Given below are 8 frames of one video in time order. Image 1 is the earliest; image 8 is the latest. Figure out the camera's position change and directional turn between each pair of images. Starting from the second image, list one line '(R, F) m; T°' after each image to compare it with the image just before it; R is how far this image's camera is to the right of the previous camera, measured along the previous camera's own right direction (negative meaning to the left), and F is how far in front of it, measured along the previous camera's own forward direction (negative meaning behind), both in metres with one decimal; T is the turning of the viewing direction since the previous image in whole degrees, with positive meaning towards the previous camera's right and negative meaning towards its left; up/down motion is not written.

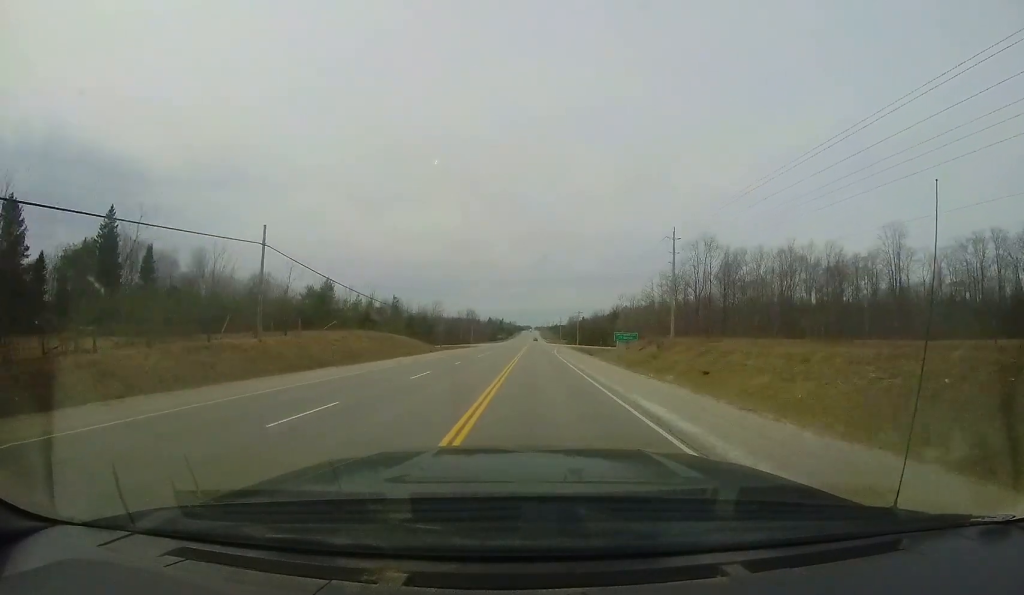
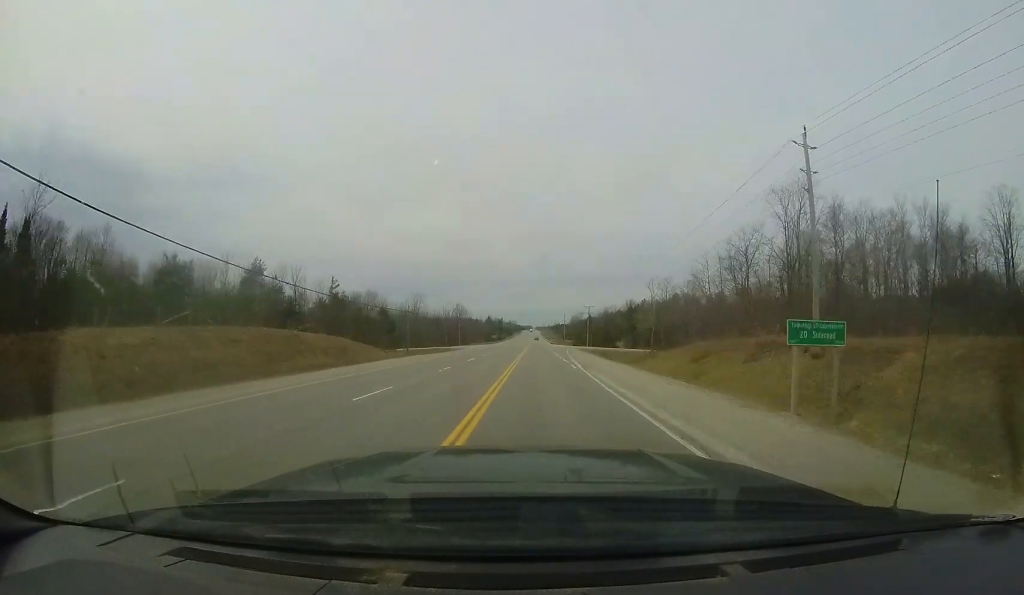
(+0.1, +23.9) m; 0°
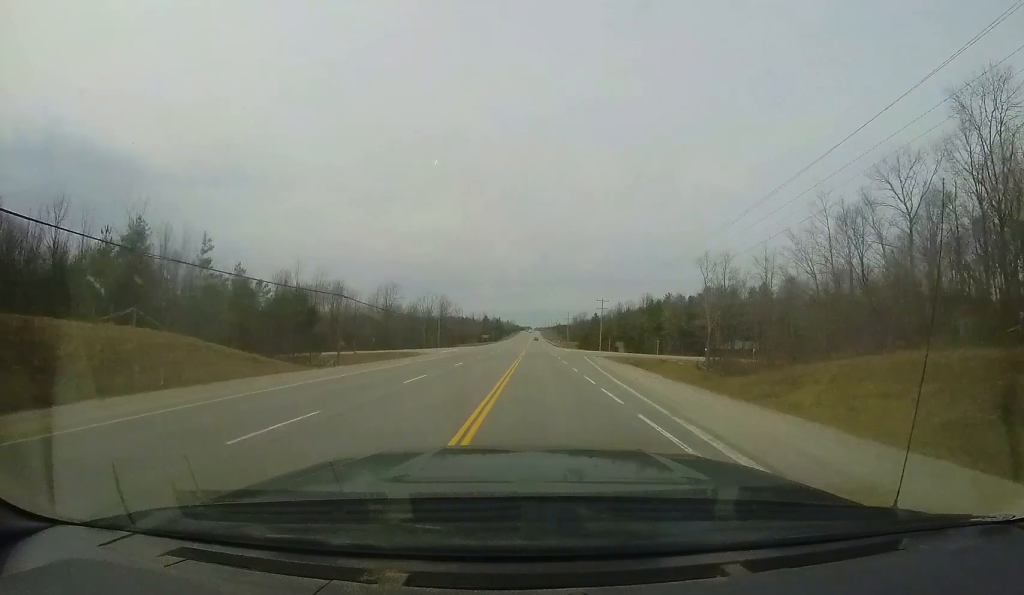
(+0.1, +22.9) m; -1°
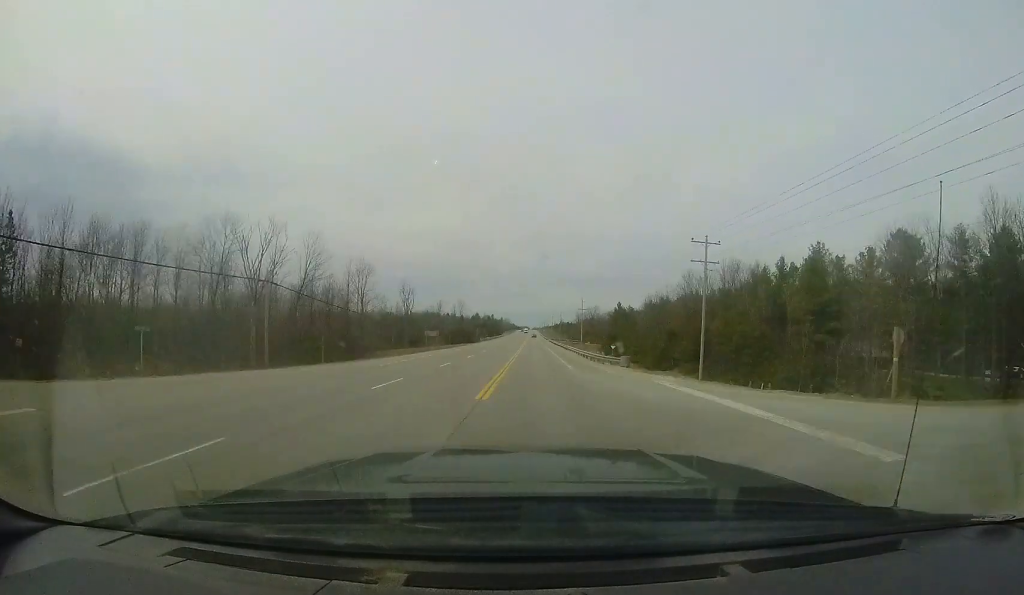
(-0.3, +57.1) m; +1°
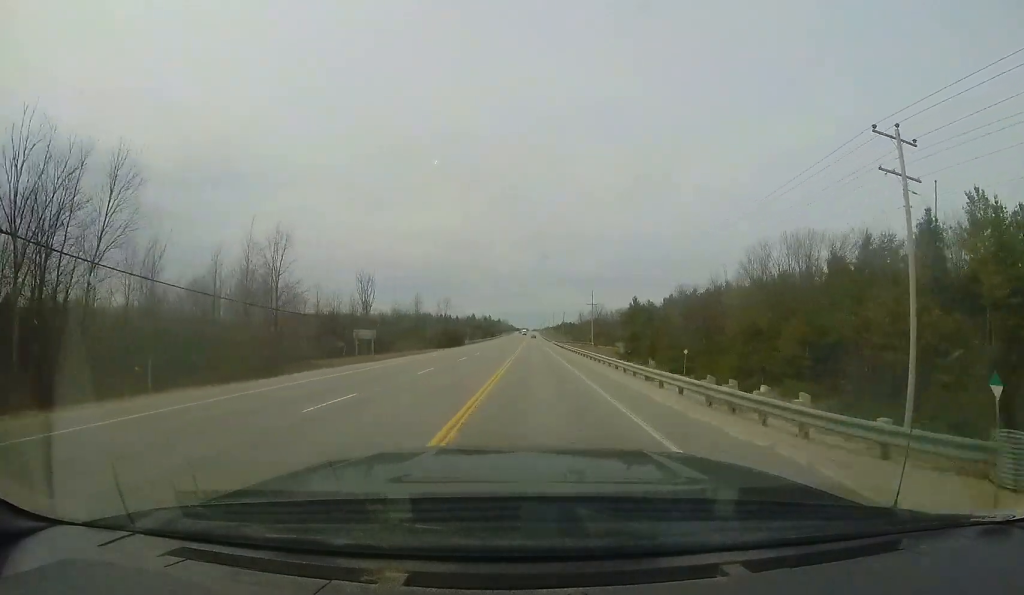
(+0.3, +22.2) m; 0°
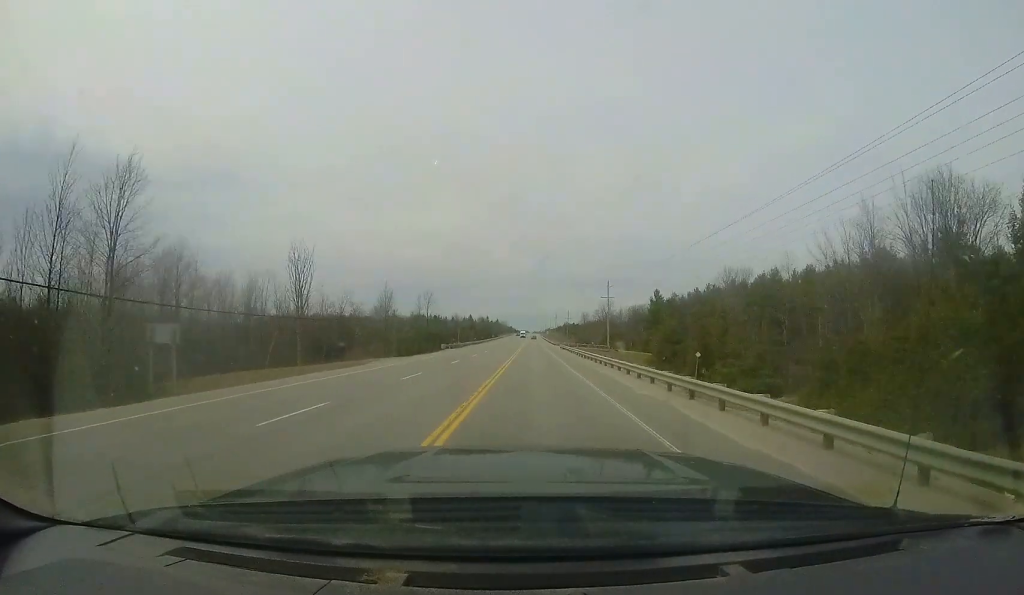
(-0.1, +20.2) m; 0°
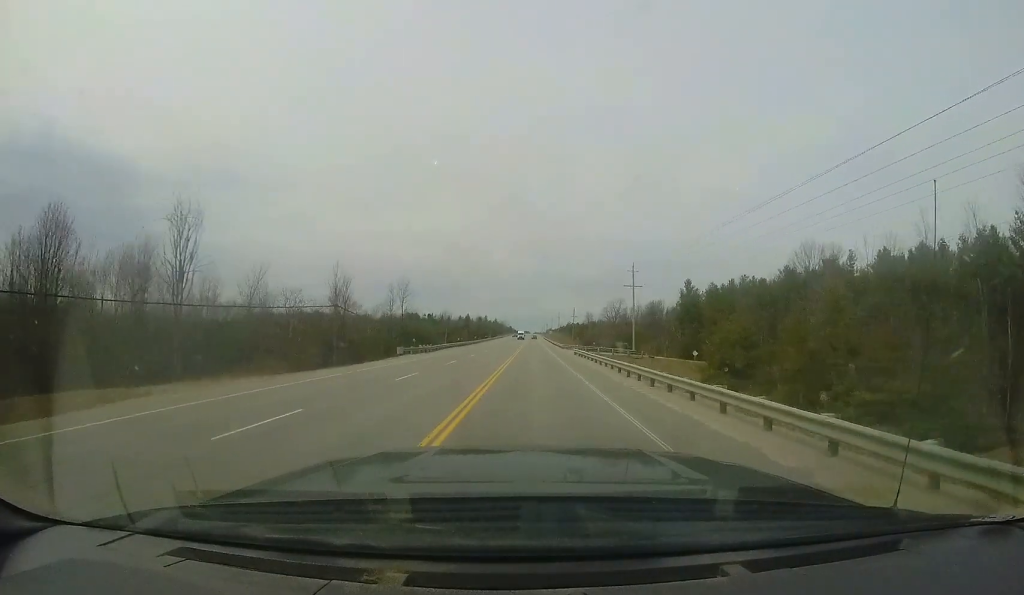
(-0.1, +19.2) m; -1°
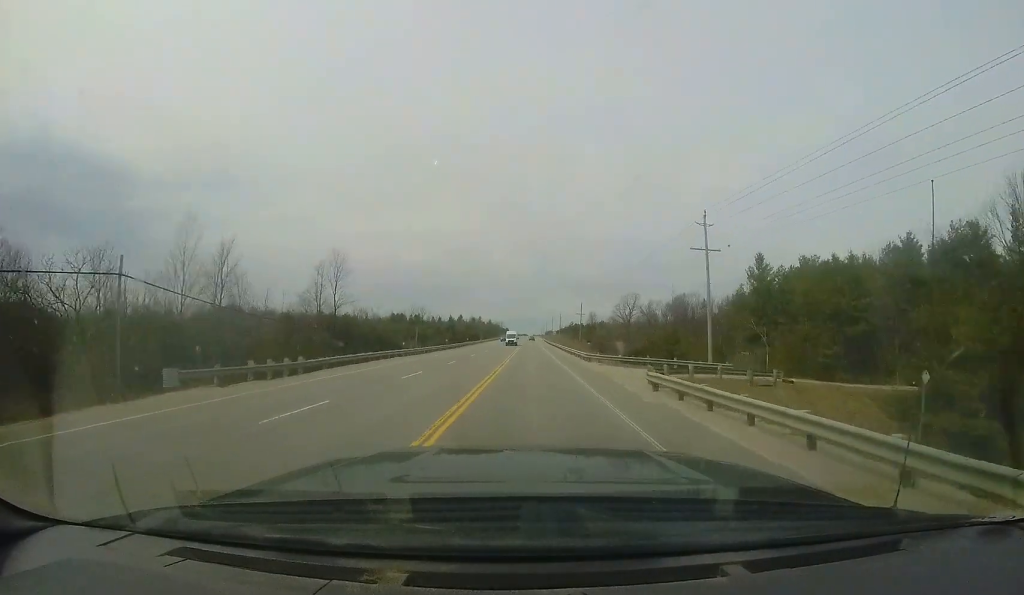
(-0.1, +26.2) m; -1°
